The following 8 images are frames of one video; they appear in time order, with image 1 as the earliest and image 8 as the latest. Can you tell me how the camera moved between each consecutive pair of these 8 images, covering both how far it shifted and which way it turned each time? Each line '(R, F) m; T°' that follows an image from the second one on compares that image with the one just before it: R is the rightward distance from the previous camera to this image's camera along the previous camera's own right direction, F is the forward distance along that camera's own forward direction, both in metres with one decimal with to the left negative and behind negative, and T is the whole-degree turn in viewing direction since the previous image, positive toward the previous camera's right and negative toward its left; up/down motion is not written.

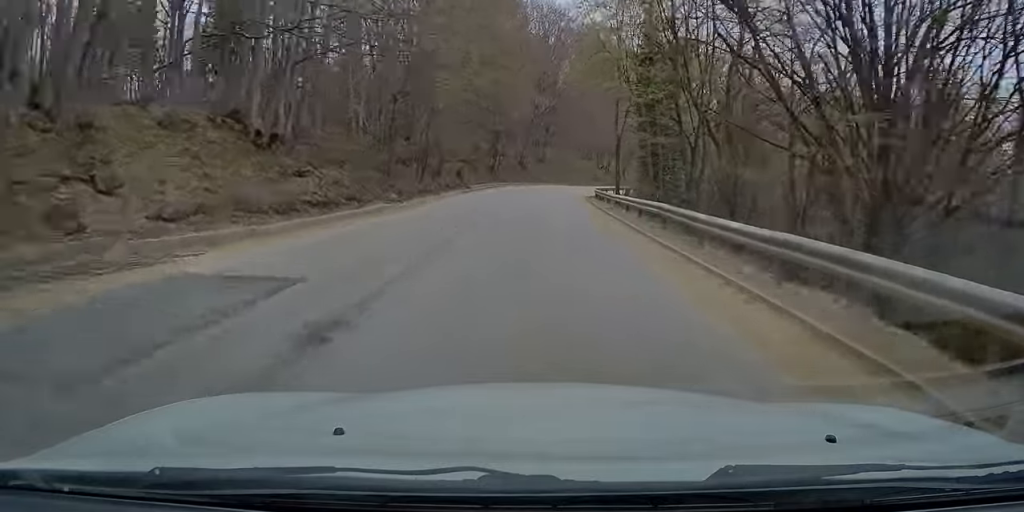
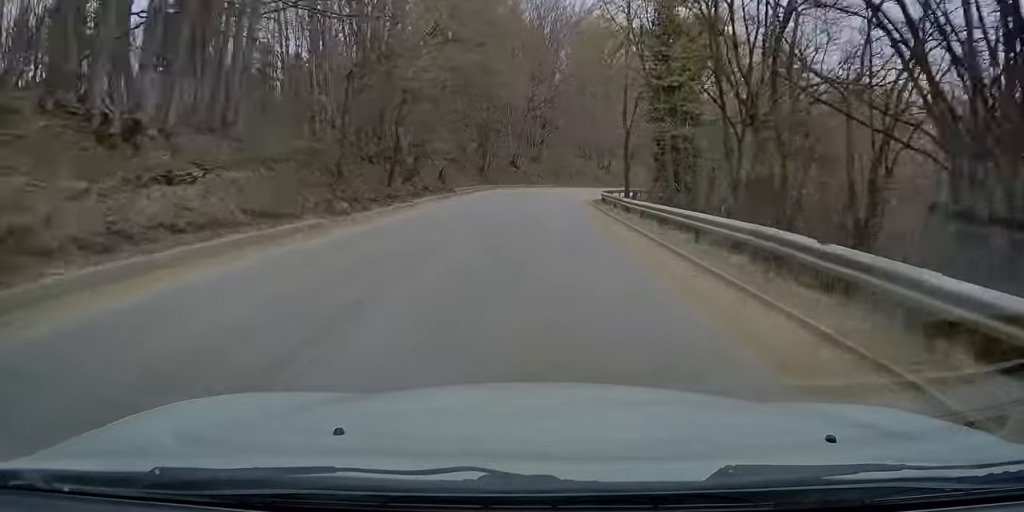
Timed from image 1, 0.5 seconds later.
(0.0, +7.2) m; +1°
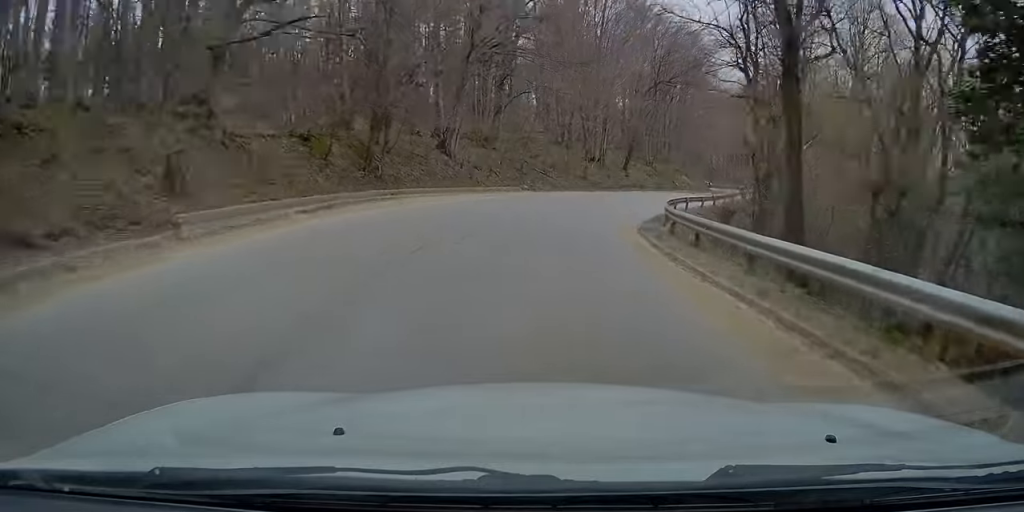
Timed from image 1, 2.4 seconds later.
(+1.7, +30.3) m; +8°
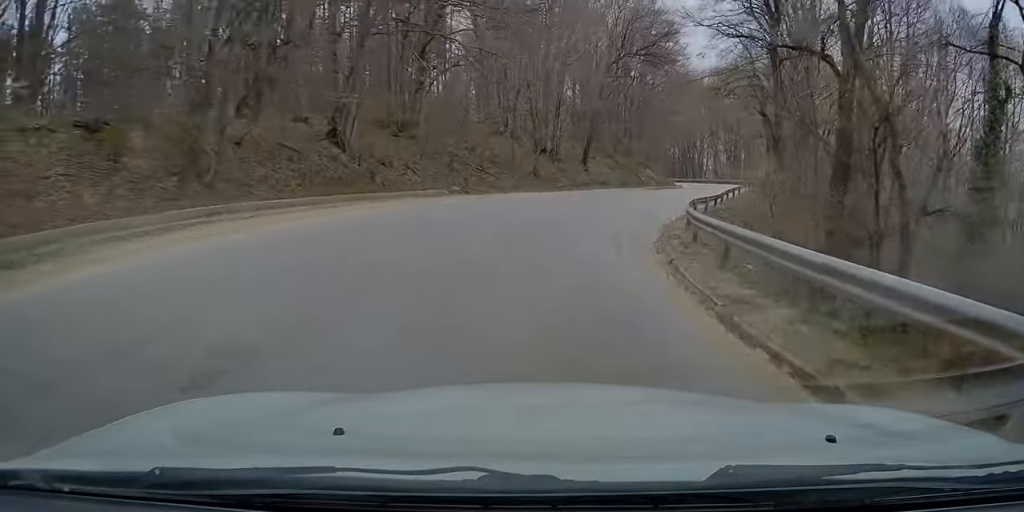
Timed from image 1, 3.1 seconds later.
(+0.3, +10.7) m; +5°
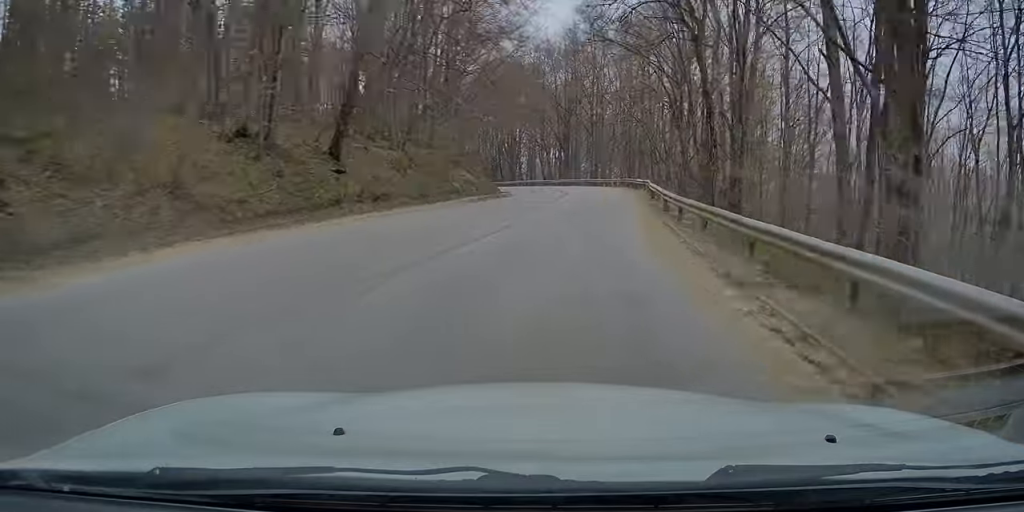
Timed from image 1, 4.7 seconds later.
(+2.9, +23.3) m; +15°
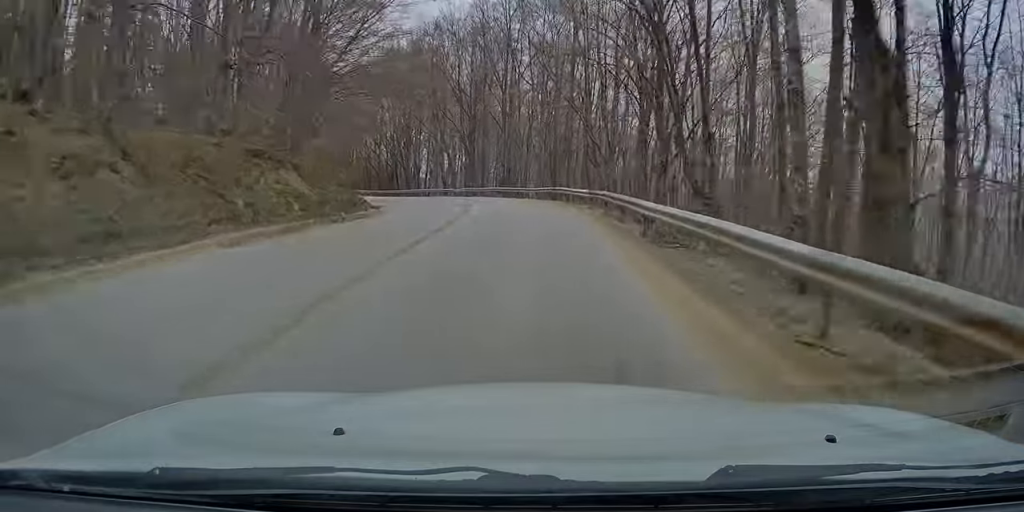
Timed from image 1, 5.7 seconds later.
(+1.2, +16.2) m; +4°
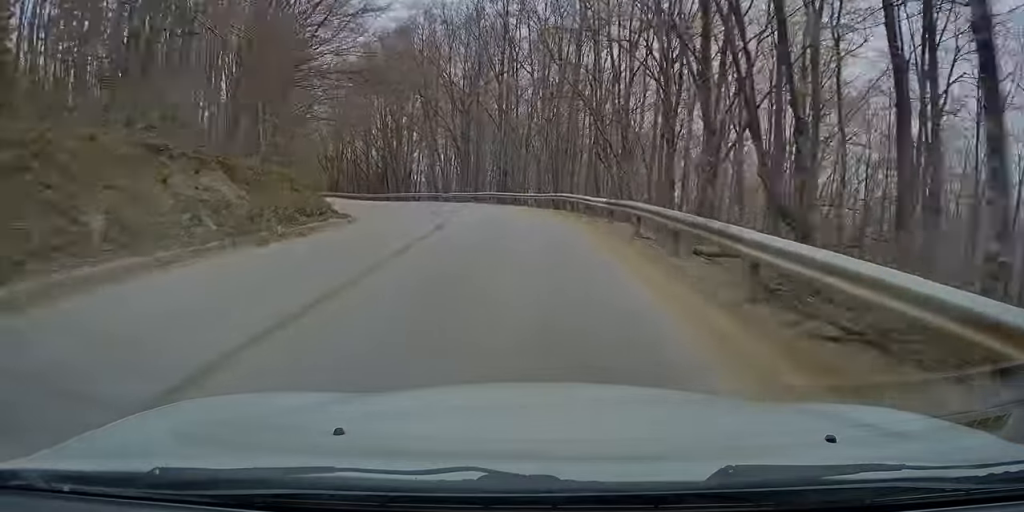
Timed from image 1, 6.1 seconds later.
(0.0, +6.1) m; 0°
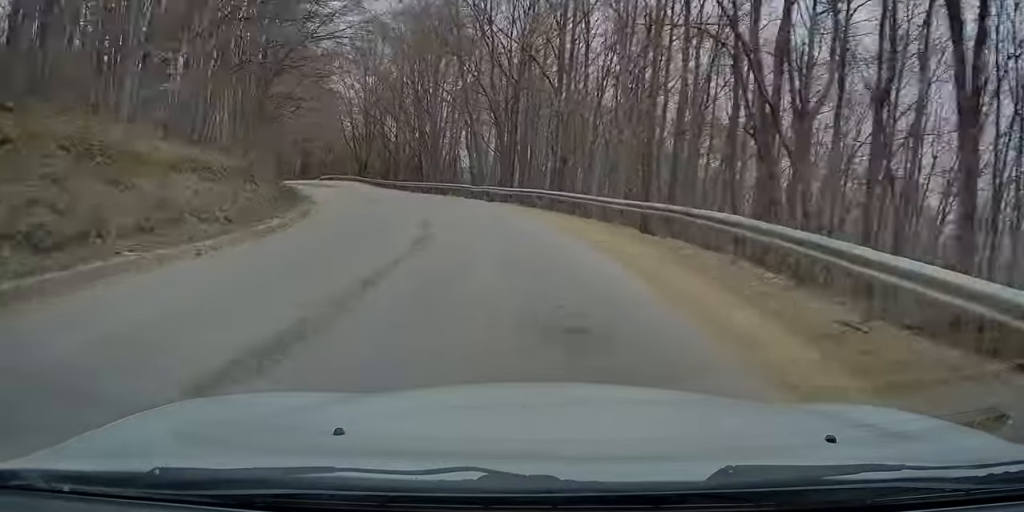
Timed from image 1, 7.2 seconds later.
(-0.5, +15.7) m; -4°
